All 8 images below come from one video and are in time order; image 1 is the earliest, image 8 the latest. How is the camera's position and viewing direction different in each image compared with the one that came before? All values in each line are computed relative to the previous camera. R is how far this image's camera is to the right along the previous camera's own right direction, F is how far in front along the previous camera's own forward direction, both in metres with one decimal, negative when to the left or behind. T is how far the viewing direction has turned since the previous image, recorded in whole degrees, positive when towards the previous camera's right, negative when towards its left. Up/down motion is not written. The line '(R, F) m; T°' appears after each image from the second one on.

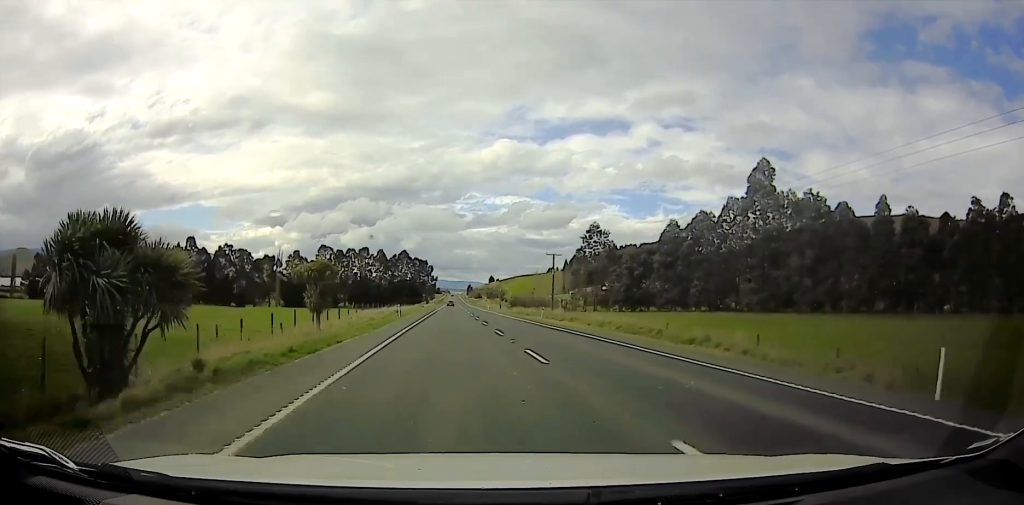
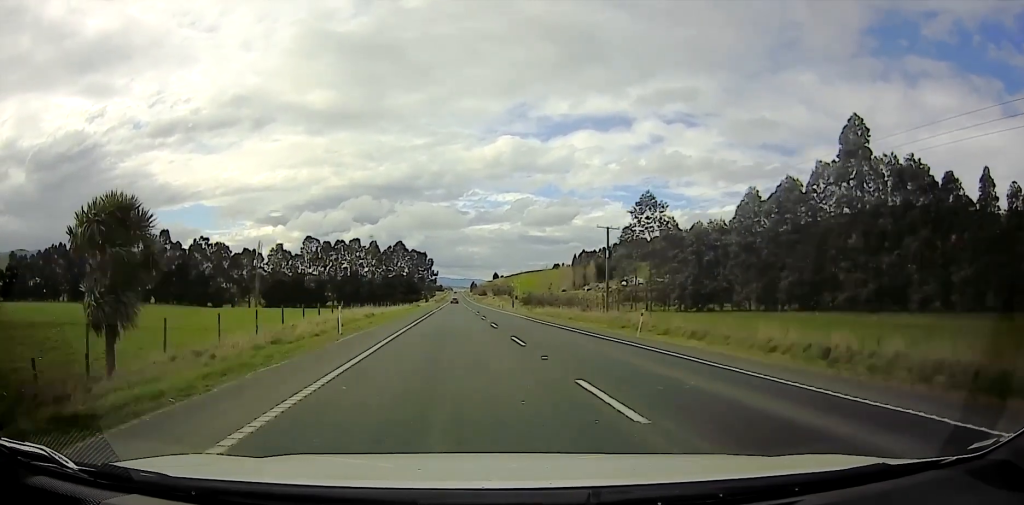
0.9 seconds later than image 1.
(0.0, +28.5) m; 0°
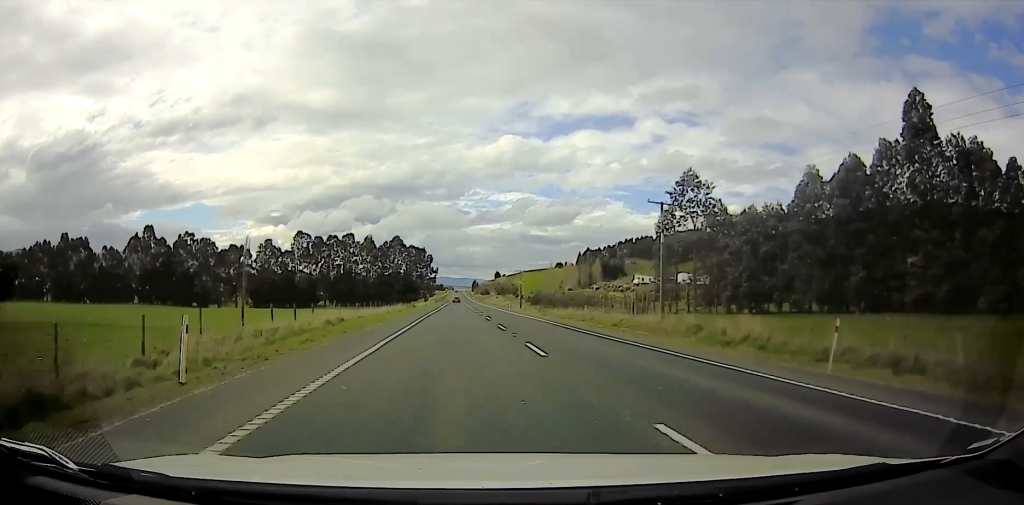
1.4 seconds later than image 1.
(0.0, +14.0) m; 0°
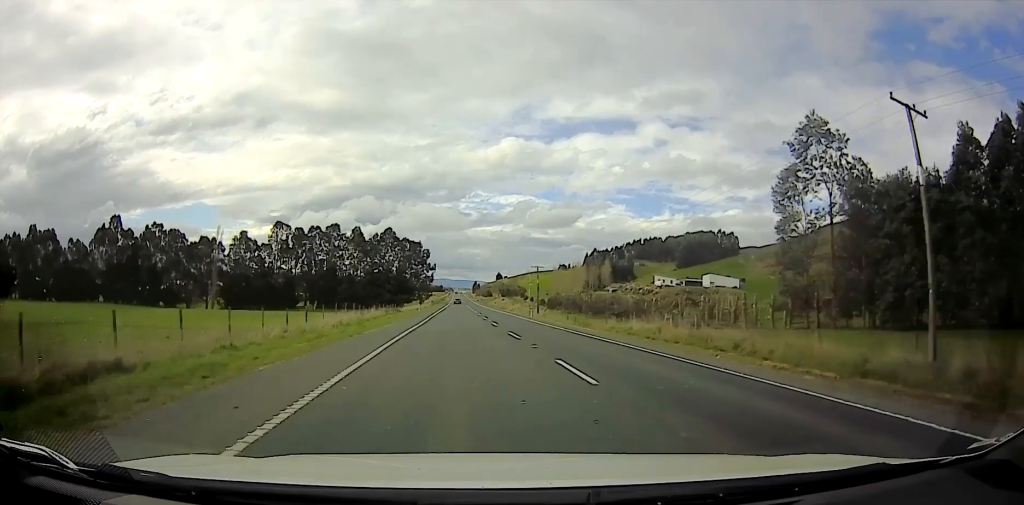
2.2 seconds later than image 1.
(-0.2, +24.6) m; -1°
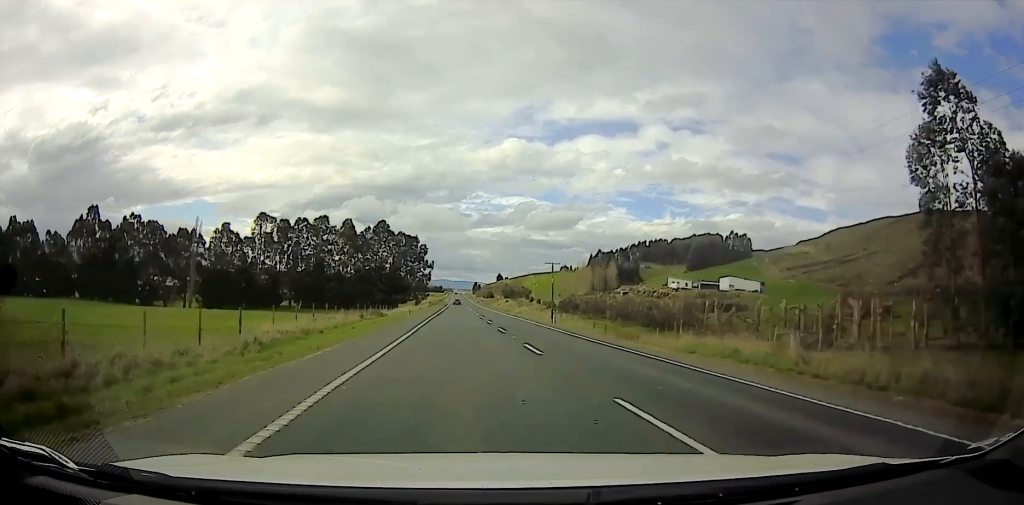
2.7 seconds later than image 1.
(+0.1, +14.5) m; -1°
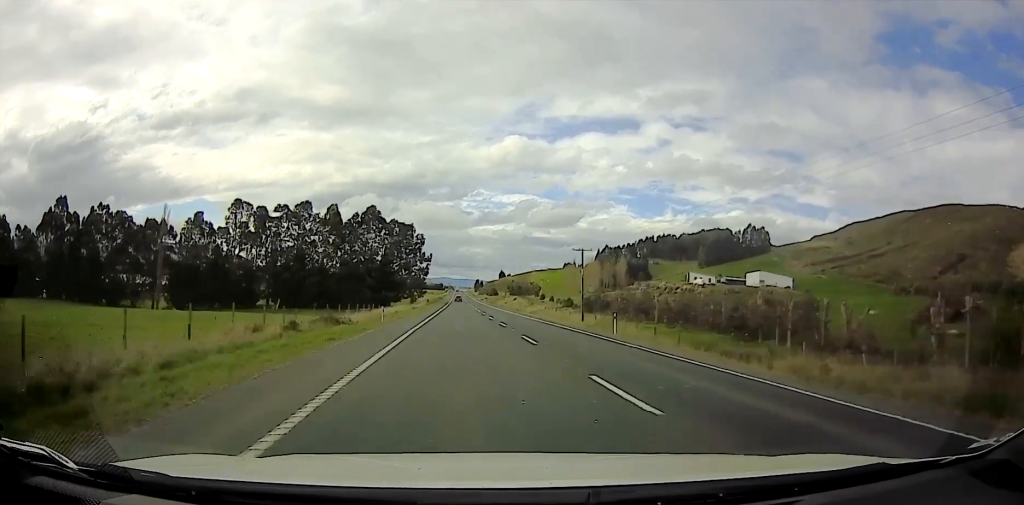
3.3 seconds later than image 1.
(-0.5, +18.0) m; -1°
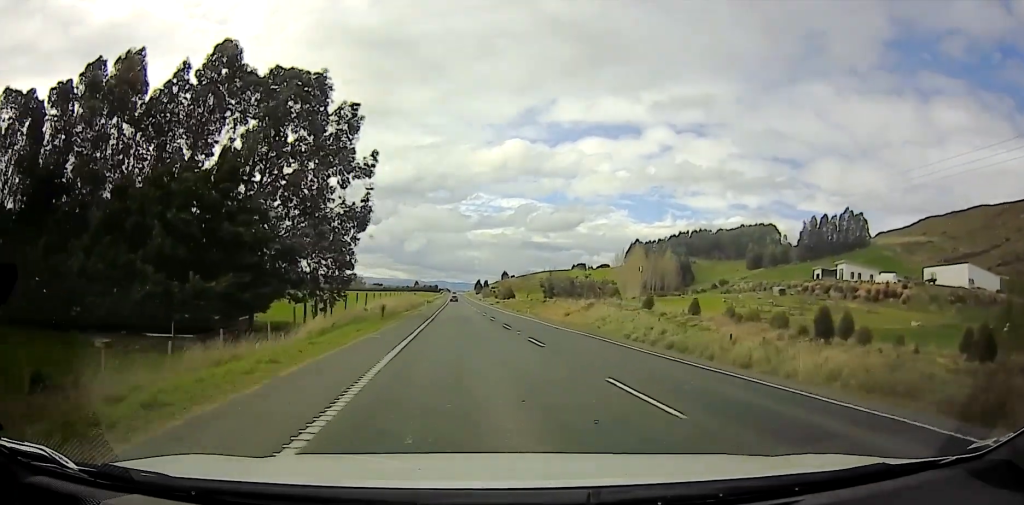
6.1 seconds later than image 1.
(-1.3, +75.4) m; -3°
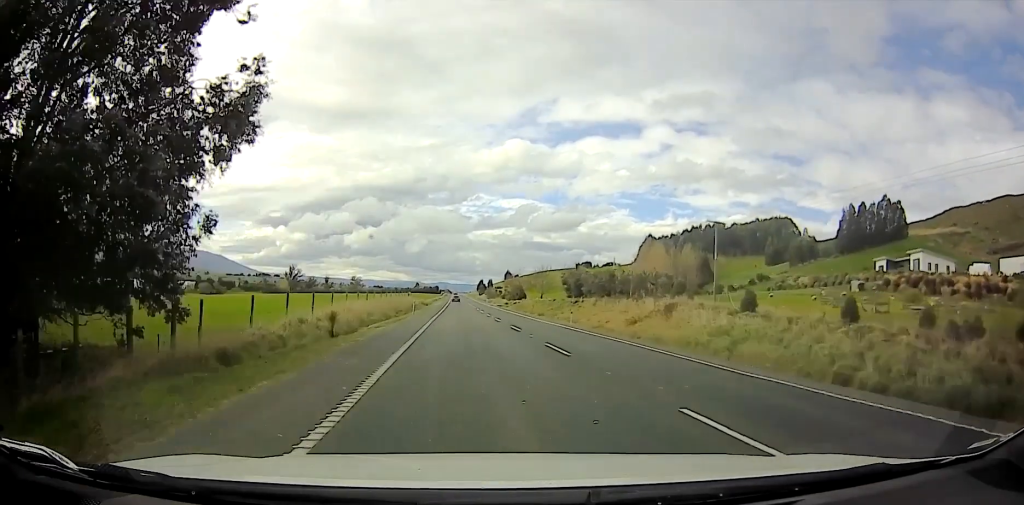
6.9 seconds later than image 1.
(-0.5, +19.3) m; -1°
